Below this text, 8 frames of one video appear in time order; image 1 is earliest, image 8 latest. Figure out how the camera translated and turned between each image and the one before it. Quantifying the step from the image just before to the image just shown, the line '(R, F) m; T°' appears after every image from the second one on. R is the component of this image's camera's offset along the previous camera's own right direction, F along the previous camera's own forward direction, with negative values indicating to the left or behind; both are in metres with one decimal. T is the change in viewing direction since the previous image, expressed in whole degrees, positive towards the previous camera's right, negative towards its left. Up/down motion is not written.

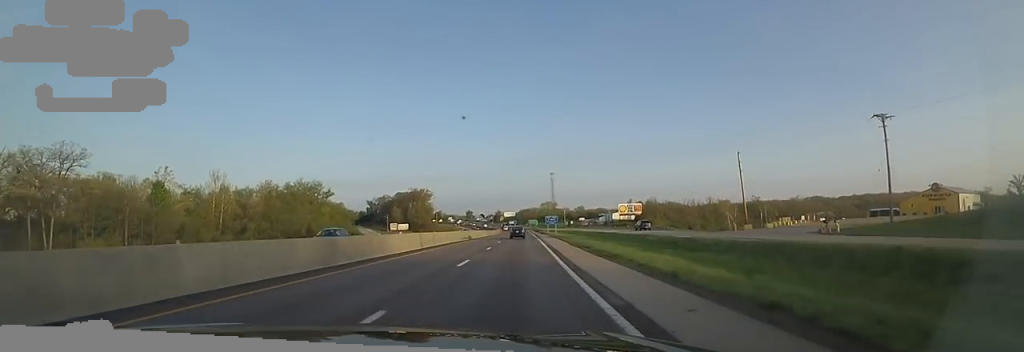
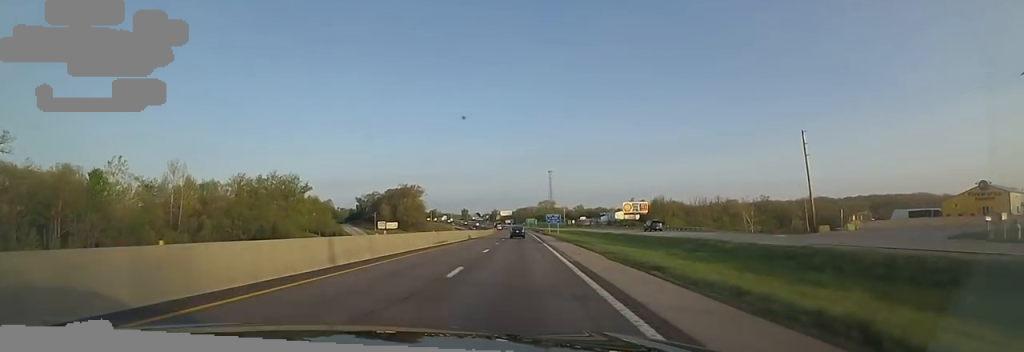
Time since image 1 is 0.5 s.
(+0.1, +15.8) m; +1°
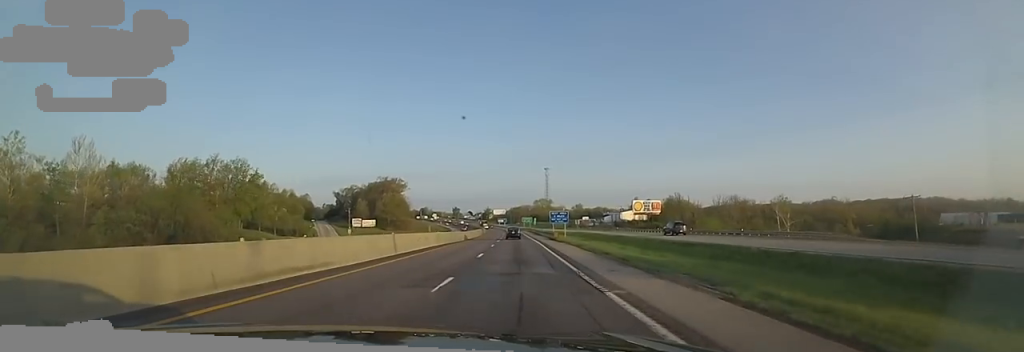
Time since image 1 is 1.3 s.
(+0.1, +27.1) m; +1°
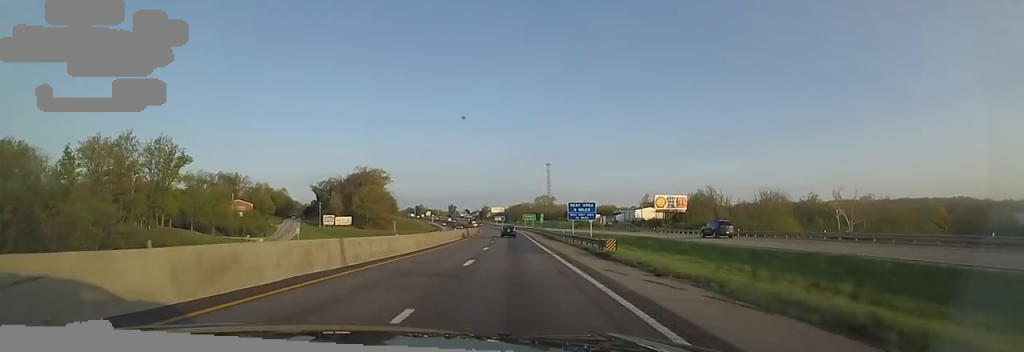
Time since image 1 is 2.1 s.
(+0.7, +29.7) m; 0°
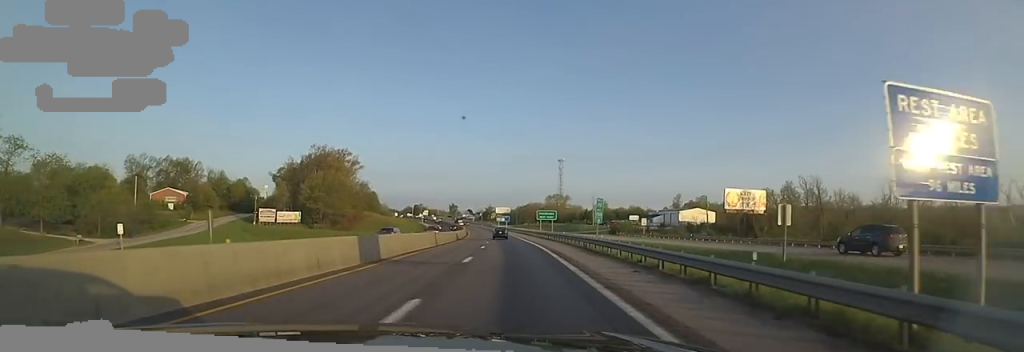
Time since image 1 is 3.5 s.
(-0.8, +47.7) m; -1°
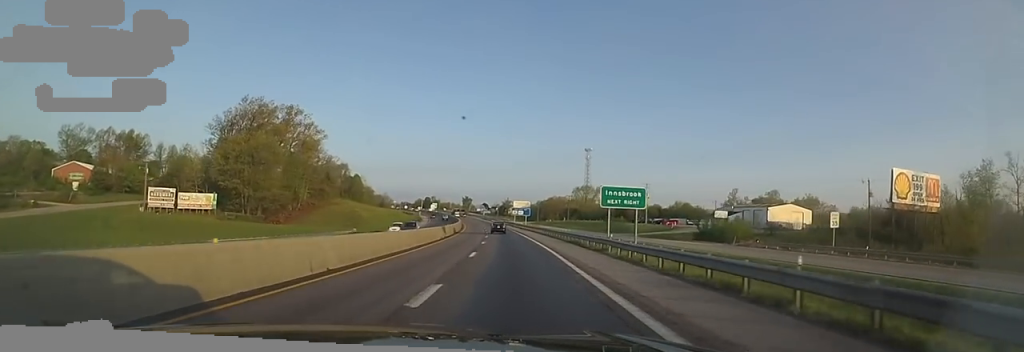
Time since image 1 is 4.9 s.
(-0.9, +47.6) m; -3°
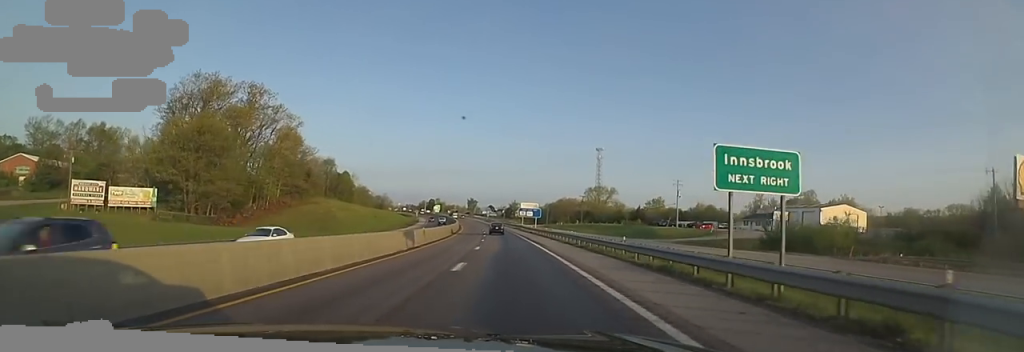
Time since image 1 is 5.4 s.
(-0.3, +18.3) m; -2°
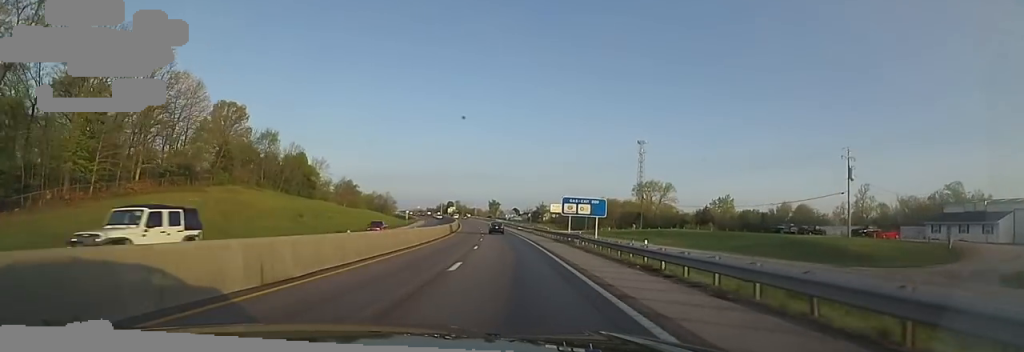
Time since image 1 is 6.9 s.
(-1.6, +48.2) m; -2°
